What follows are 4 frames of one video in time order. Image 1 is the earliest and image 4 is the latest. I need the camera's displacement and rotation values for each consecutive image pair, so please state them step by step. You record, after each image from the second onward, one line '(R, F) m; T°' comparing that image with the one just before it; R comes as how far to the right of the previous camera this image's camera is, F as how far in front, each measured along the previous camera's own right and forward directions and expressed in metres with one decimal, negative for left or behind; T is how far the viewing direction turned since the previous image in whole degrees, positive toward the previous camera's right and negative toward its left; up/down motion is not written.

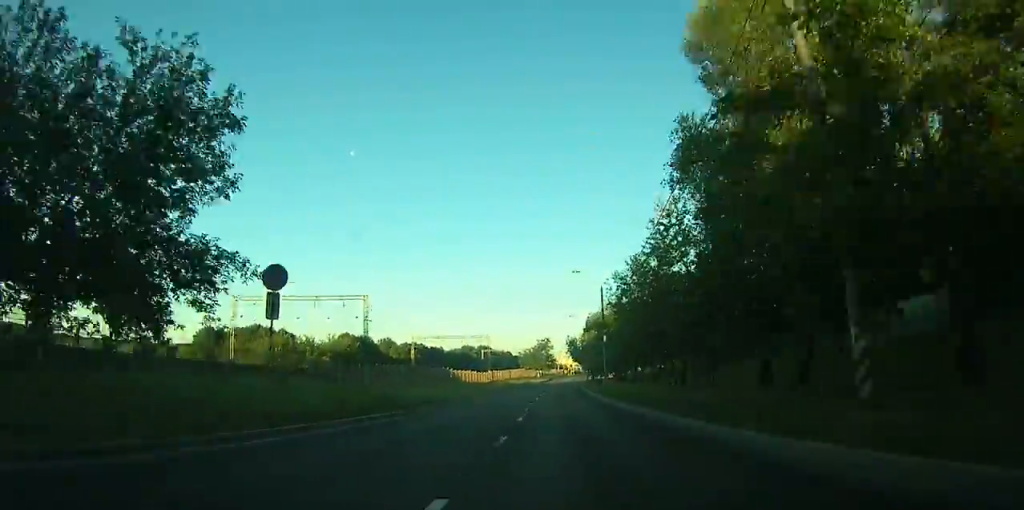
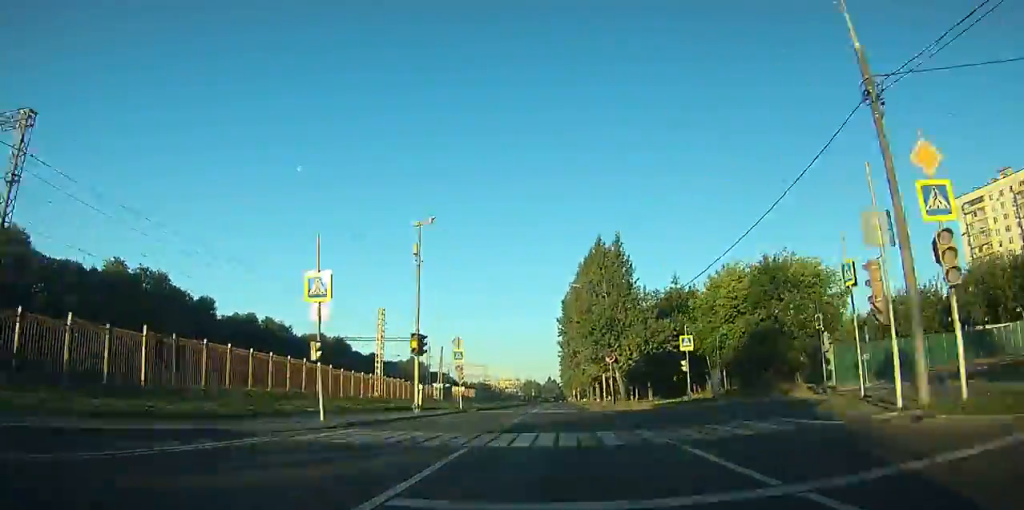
(+9.9, +213.4) m; +5°
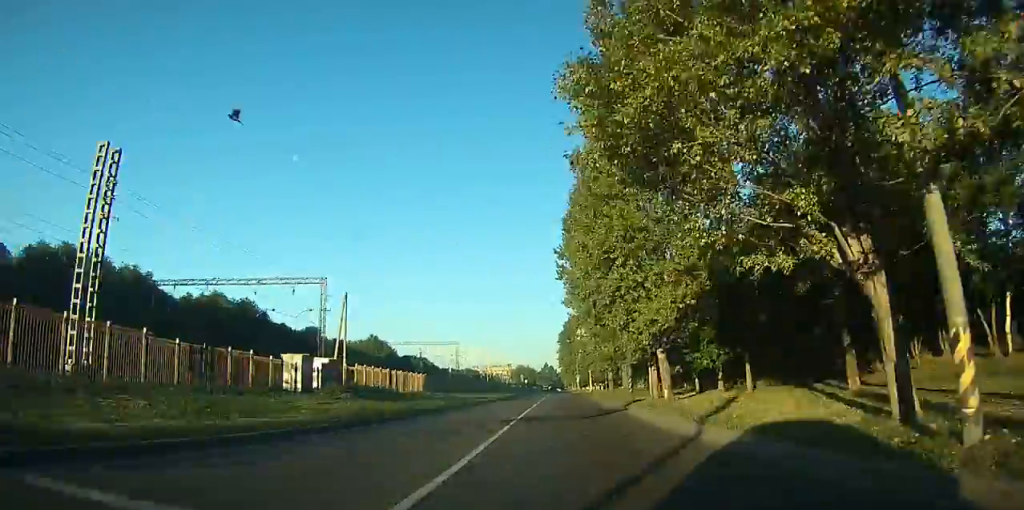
(+0.4, +47.8) m; +1°
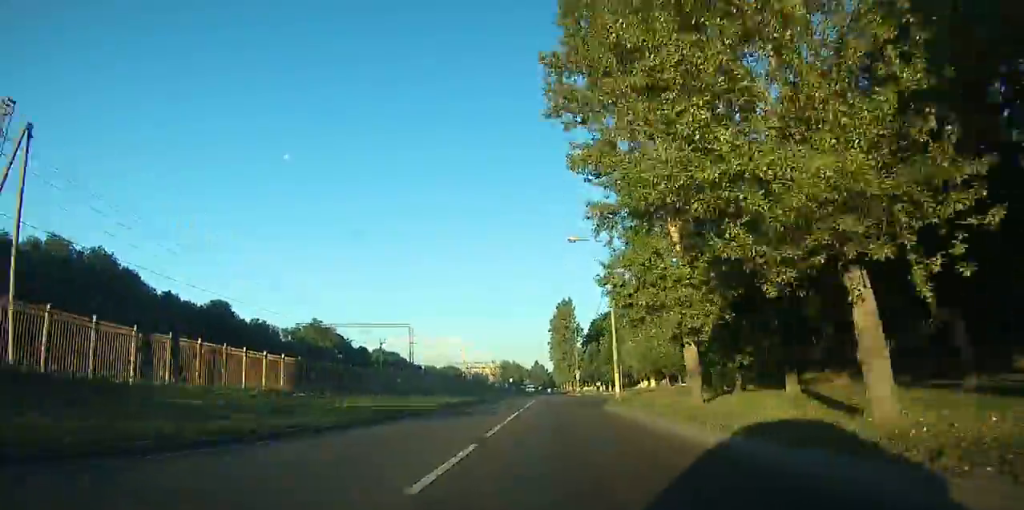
(+0.1, +35.7) m; 0°
